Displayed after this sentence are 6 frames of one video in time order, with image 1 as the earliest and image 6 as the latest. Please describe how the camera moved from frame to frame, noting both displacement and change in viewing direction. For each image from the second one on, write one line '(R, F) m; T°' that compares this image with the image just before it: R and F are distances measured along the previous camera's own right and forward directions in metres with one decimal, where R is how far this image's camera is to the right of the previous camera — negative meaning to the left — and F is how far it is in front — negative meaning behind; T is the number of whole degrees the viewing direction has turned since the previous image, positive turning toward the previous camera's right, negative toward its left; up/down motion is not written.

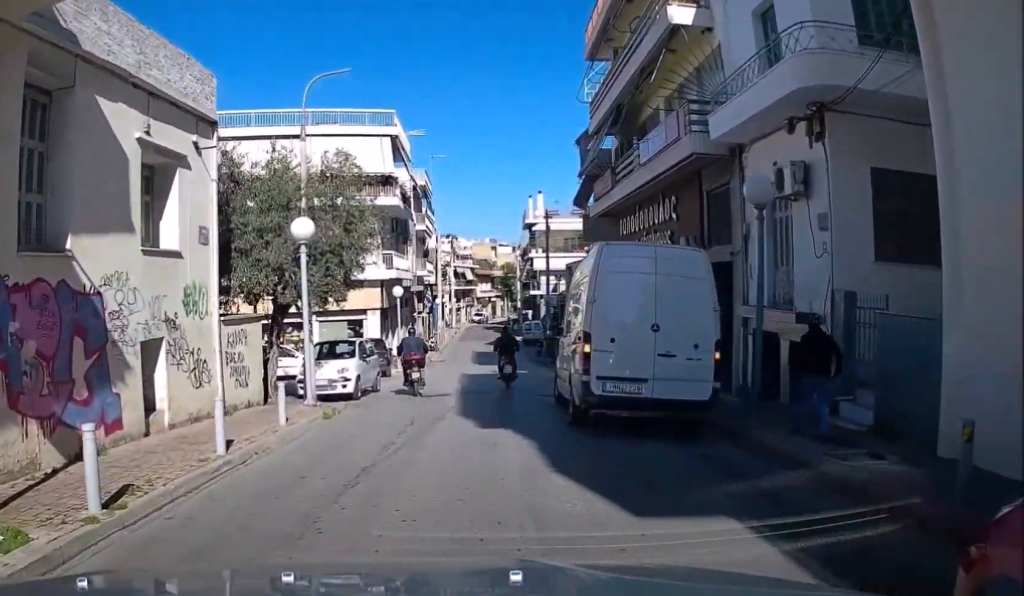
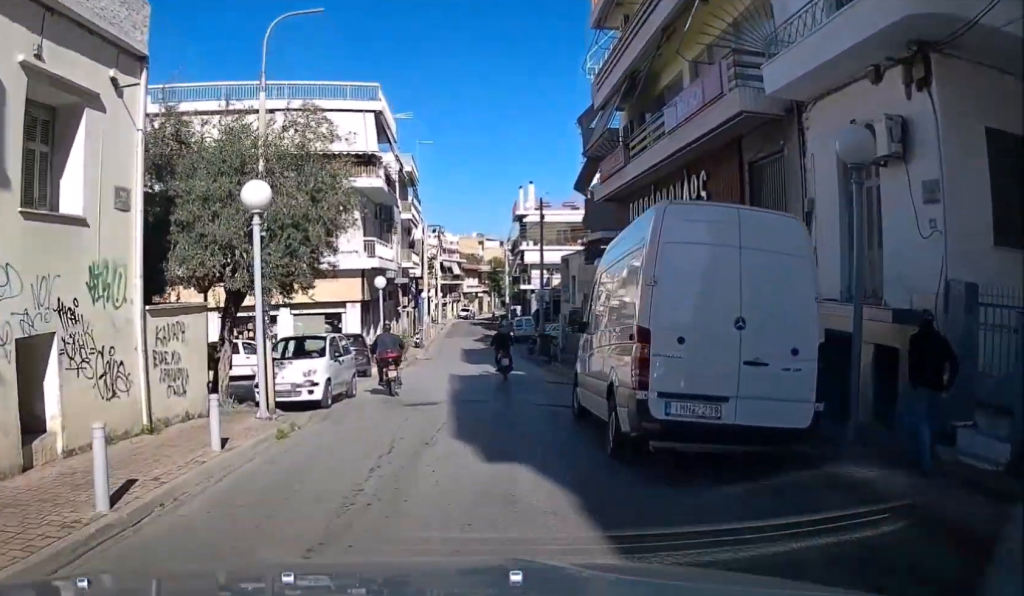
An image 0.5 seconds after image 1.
(+0.2, +3.1) m; -1°
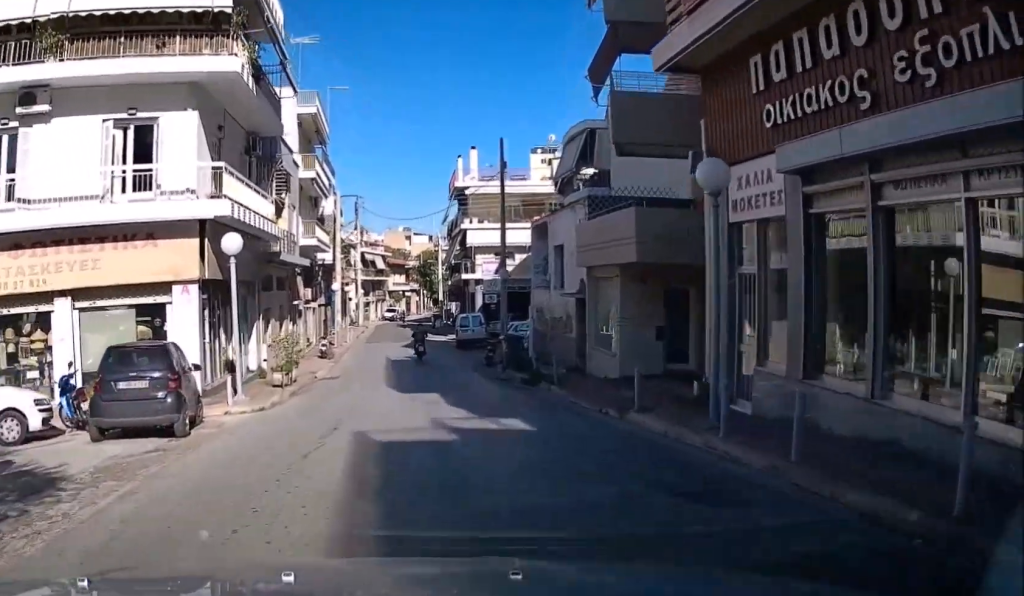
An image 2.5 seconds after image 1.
(-1.0, +13.6) m; -5°
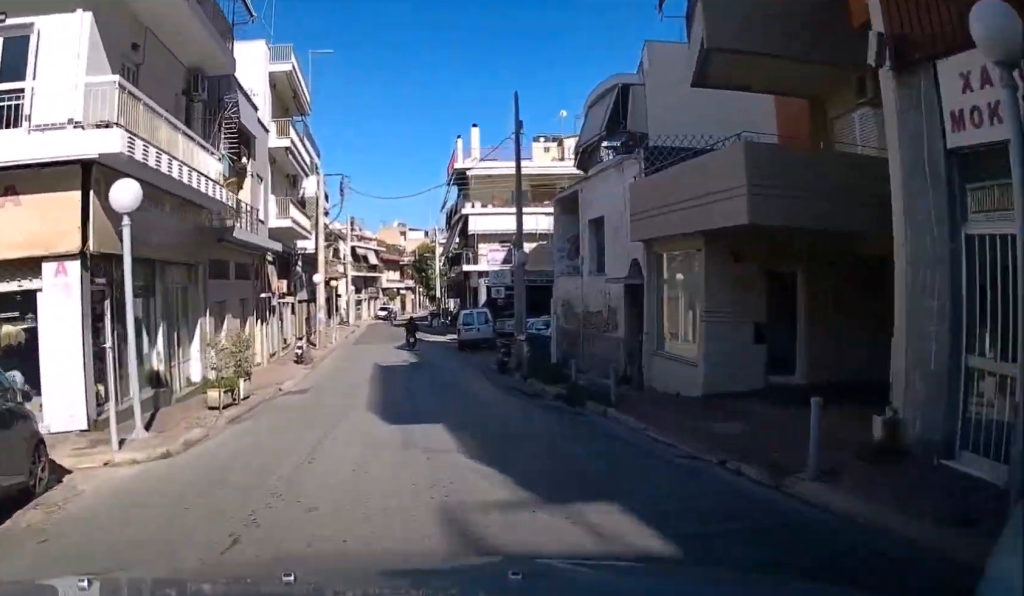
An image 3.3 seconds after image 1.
(-0.1, +5.3) m; 0°
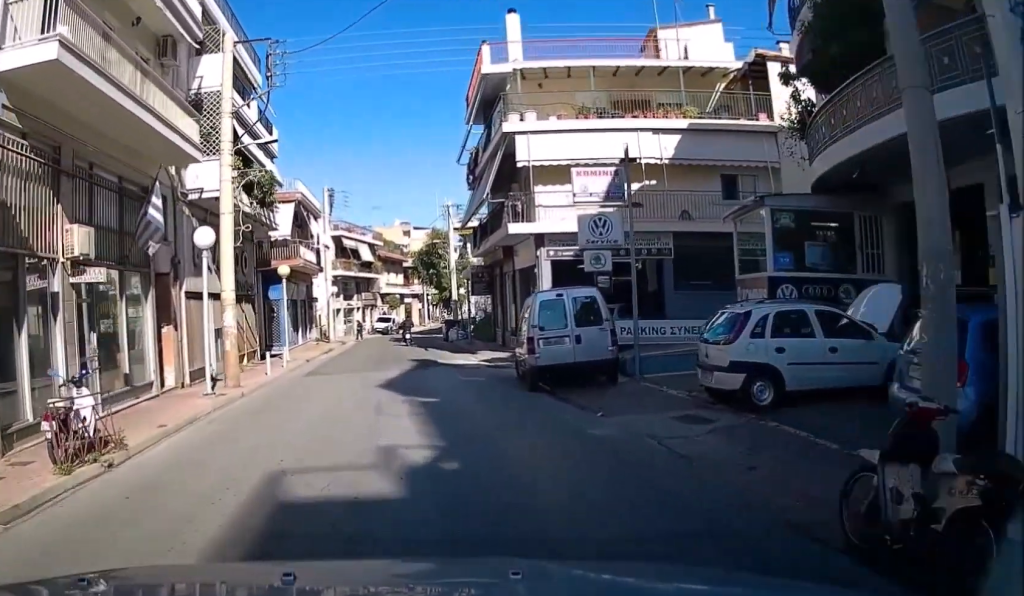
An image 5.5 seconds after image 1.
(+1.2, +17.5) m; +7°
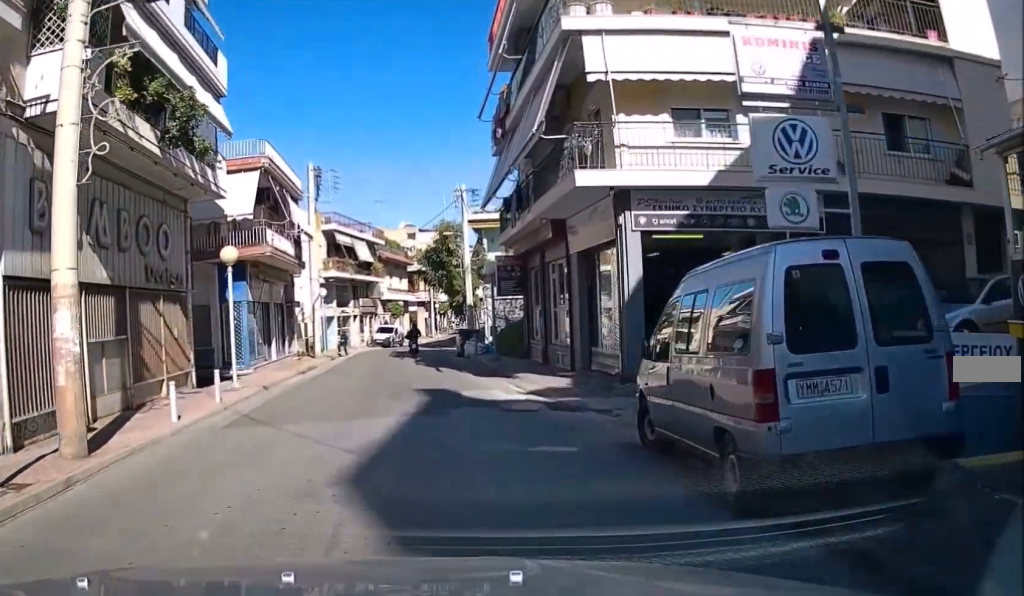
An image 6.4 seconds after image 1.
(-0.1, +8.7) m; -1°
